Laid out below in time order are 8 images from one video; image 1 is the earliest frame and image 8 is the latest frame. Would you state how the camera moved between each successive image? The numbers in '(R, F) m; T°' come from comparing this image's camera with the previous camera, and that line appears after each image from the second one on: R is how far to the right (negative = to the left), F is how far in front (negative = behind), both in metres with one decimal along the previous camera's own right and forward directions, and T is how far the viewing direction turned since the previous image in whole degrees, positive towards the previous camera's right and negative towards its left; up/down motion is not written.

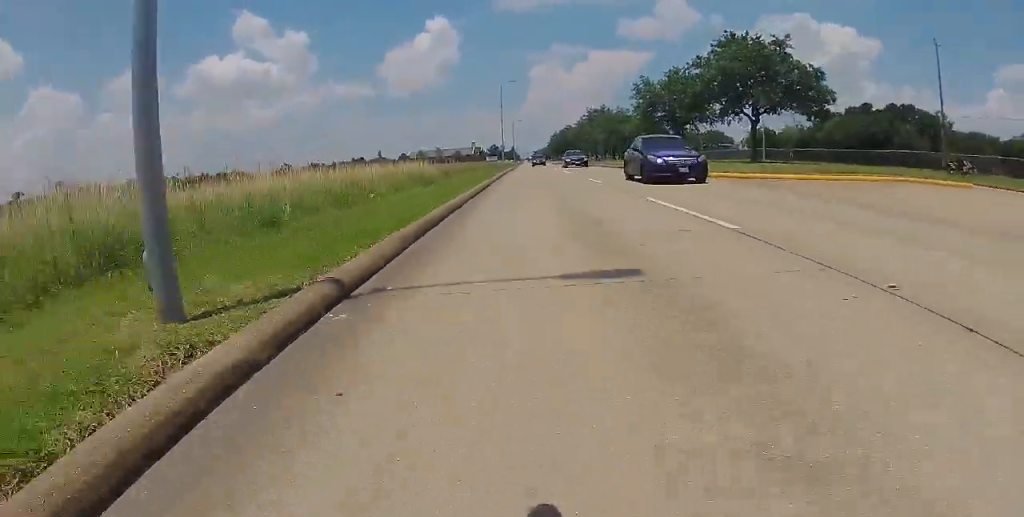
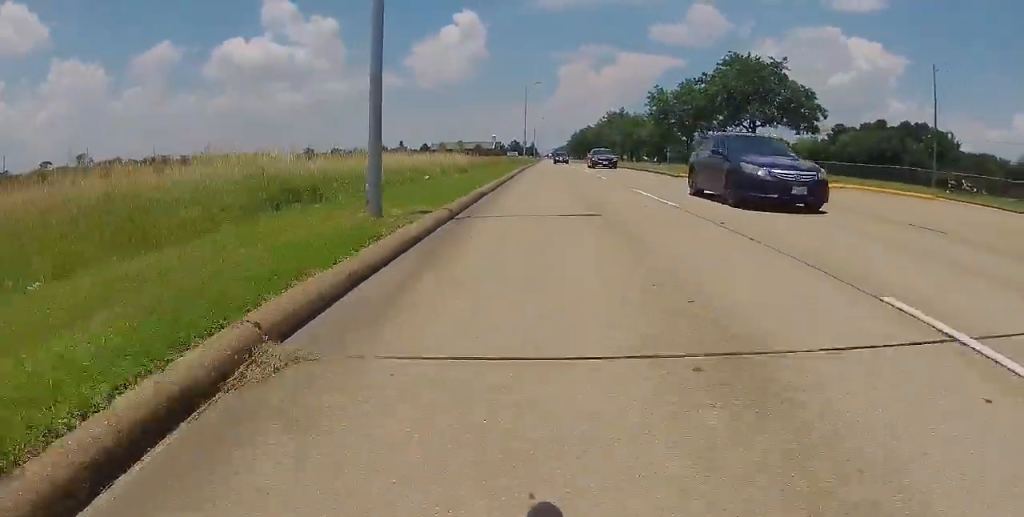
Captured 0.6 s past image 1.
(0.0, +4.3) m; 0°
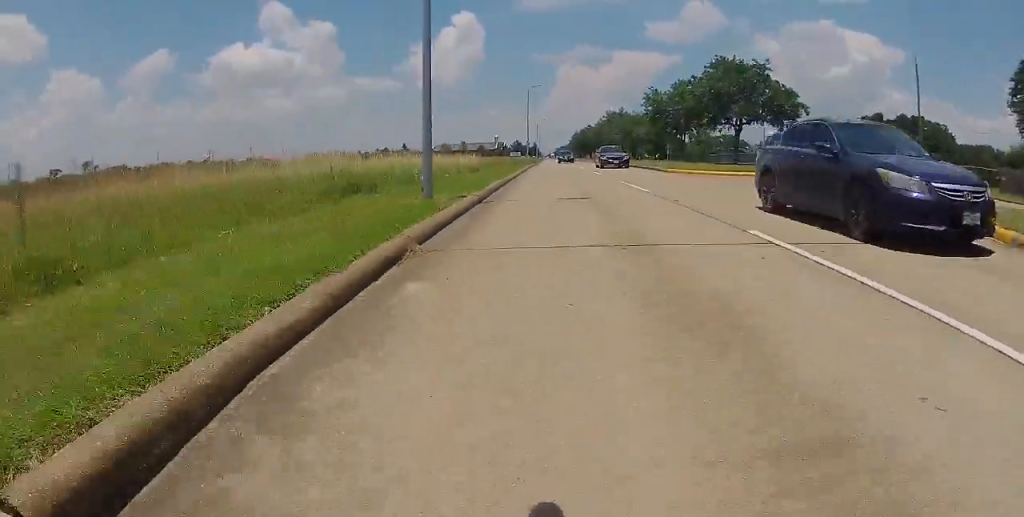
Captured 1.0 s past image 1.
(0.0, +3.1) m; 0°
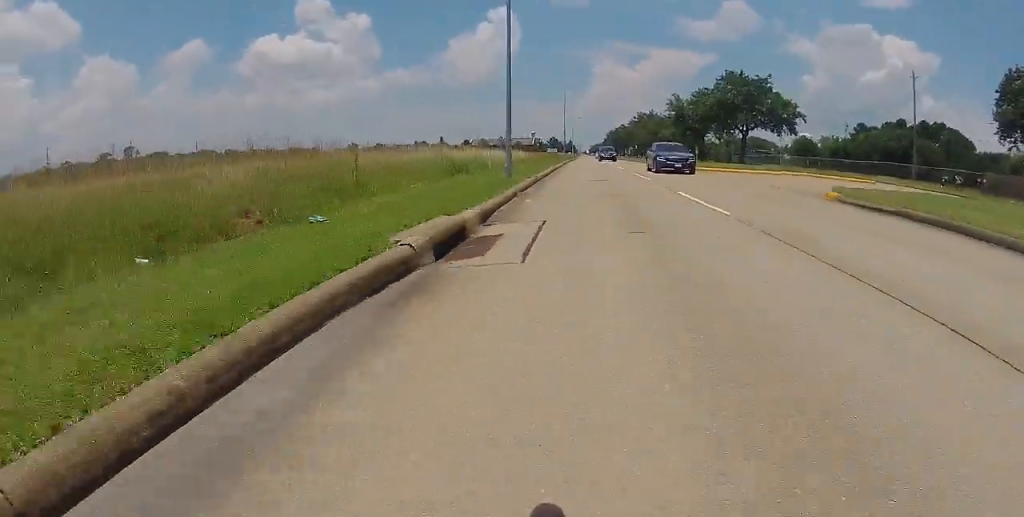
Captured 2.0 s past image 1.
(0.0, +7.2) m; -2°
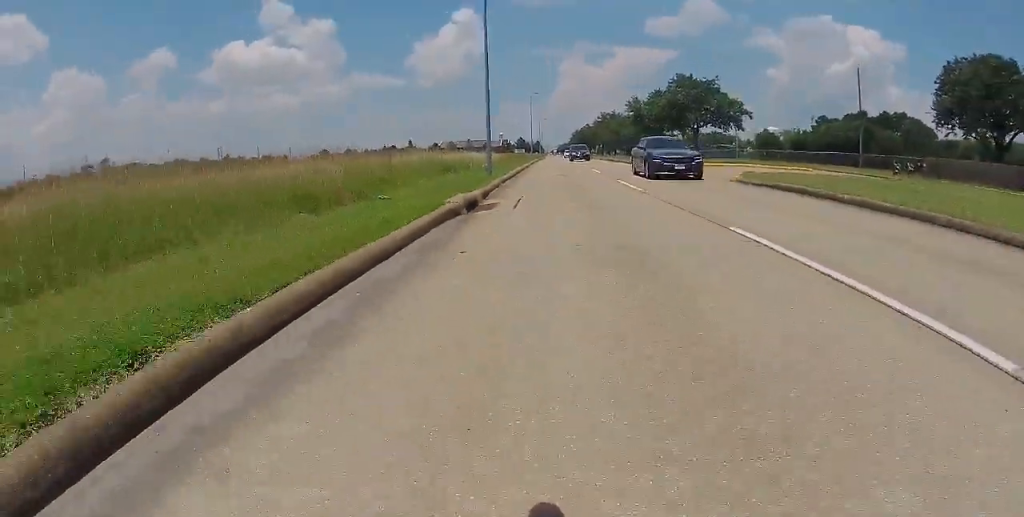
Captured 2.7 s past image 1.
(-0.1, +5.0) m; -2°
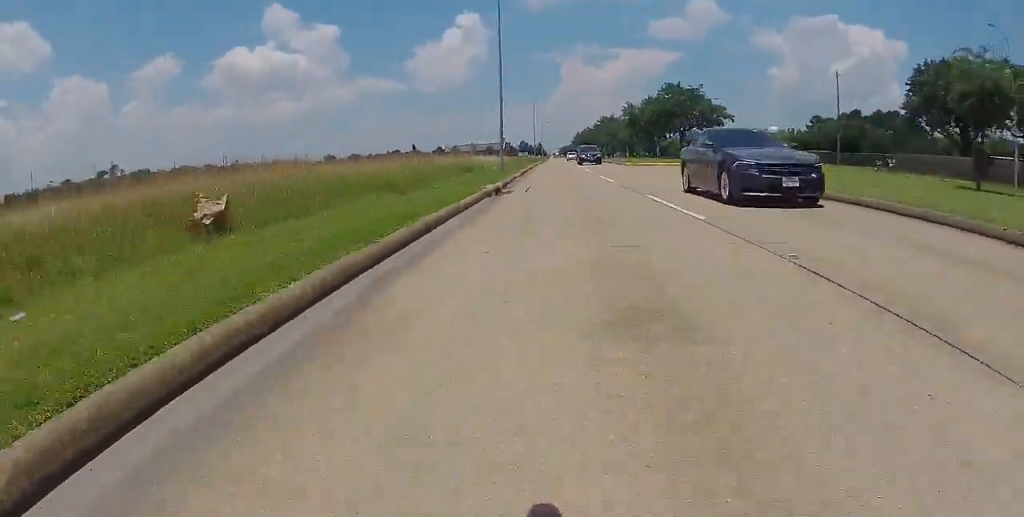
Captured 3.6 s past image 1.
(-0.3, +6.0) m; 0°
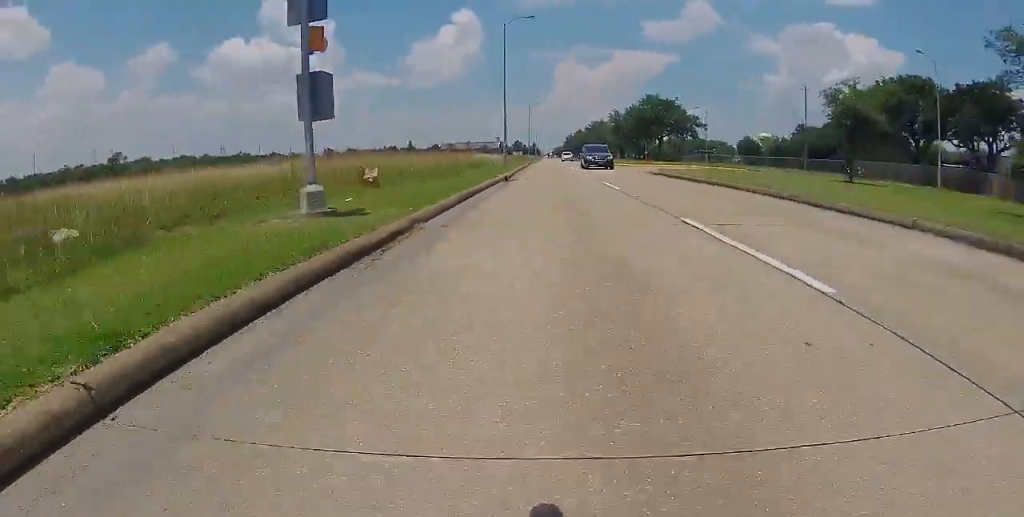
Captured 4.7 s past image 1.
(+0.5, +7.9) m; +3°
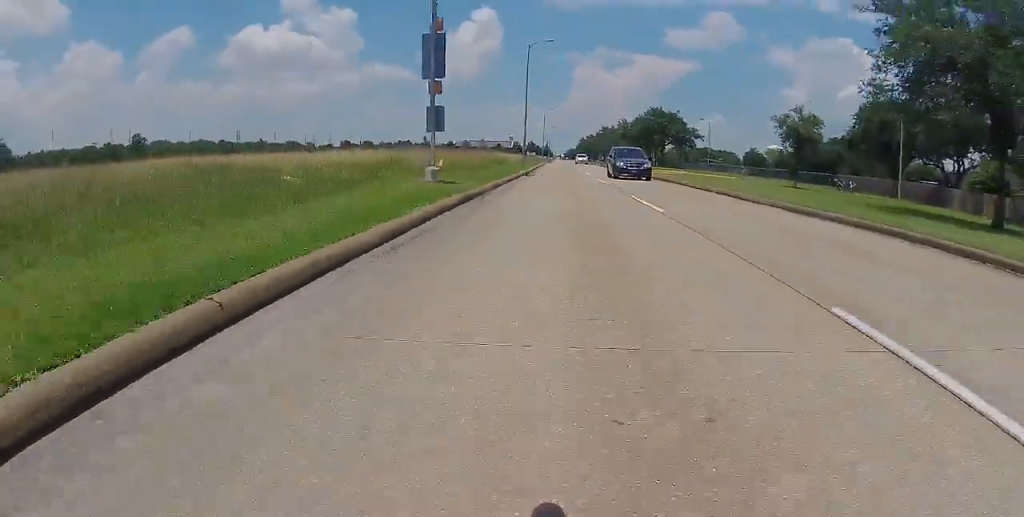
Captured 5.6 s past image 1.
(0.0, +7.0) m; 0°
